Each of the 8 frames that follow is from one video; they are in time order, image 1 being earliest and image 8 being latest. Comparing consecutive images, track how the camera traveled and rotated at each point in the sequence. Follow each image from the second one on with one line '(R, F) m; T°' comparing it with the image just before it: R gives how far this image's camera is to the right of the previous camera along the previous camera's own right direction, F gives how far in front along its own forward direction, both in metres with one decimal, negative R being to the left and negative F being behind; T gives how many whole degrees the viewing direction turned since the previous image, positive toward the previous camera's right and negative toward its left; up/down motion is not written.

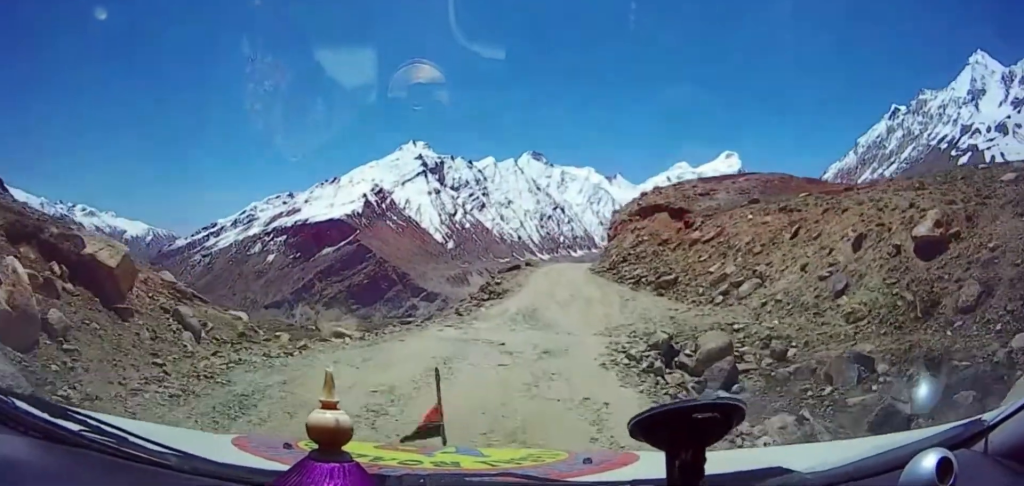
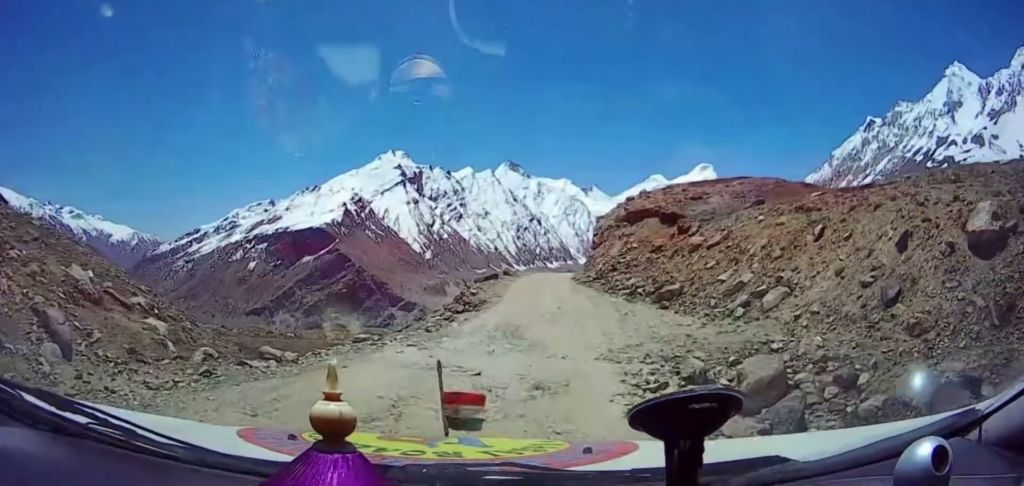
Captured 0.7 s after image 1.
(0.0, +3.4) m; 0°
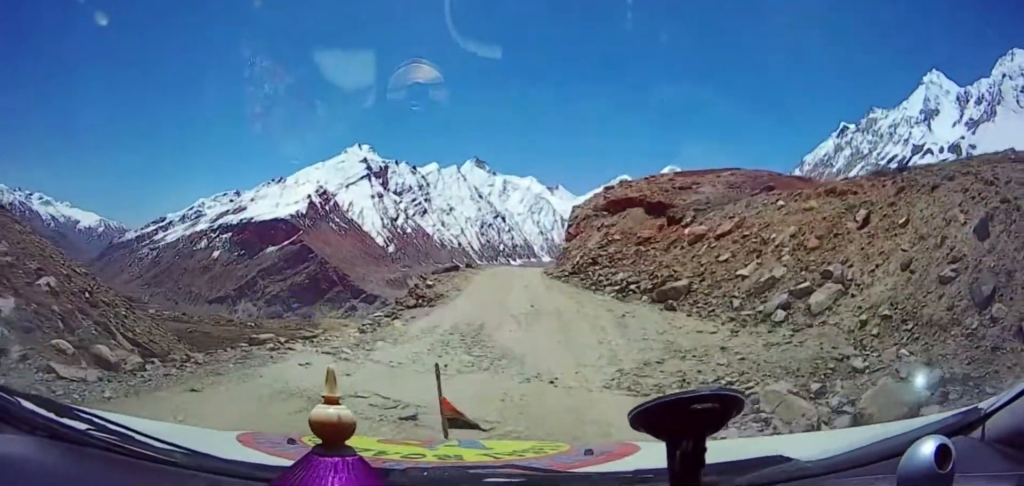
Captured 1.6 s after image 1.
(0.0, +4.0) m; +2°
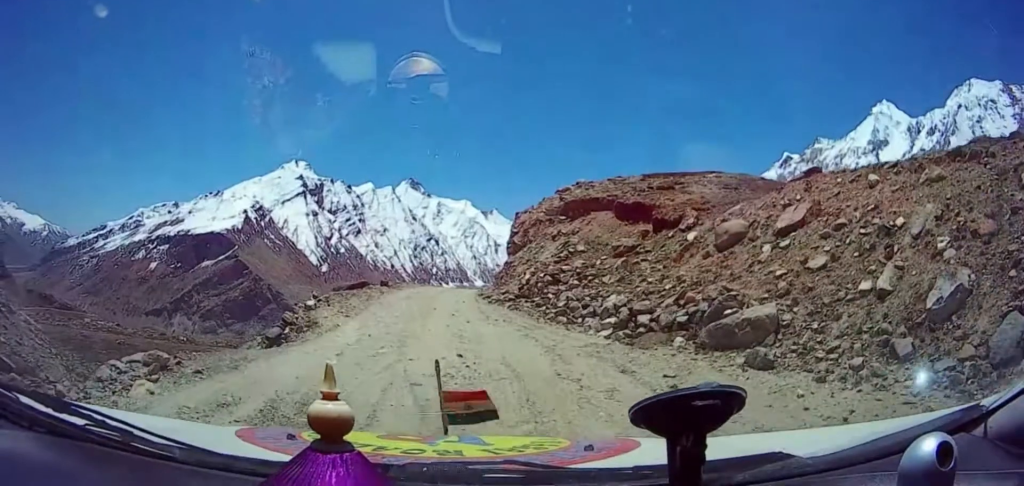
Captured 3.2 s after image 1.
(+0.1, +7.6) m; -1°
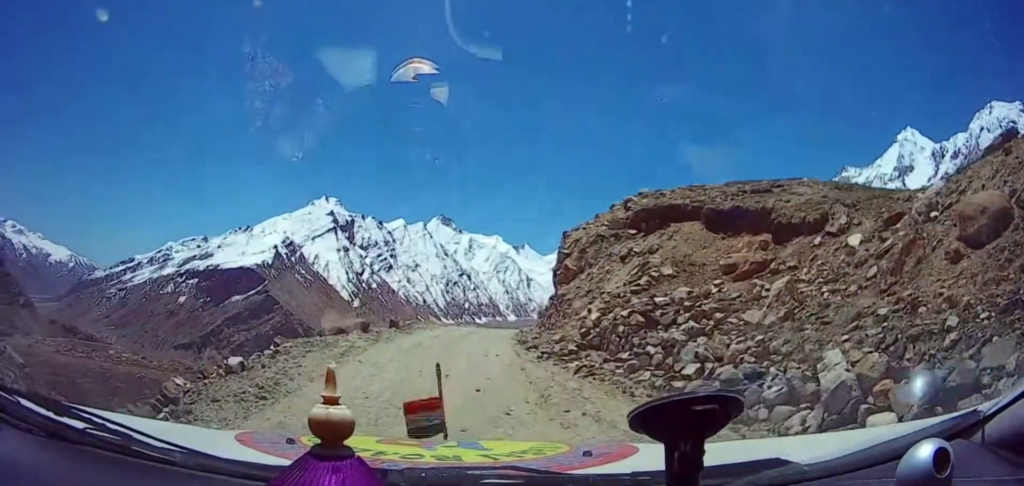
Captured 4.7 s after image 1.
(-0.2, +7.0) m; -1°
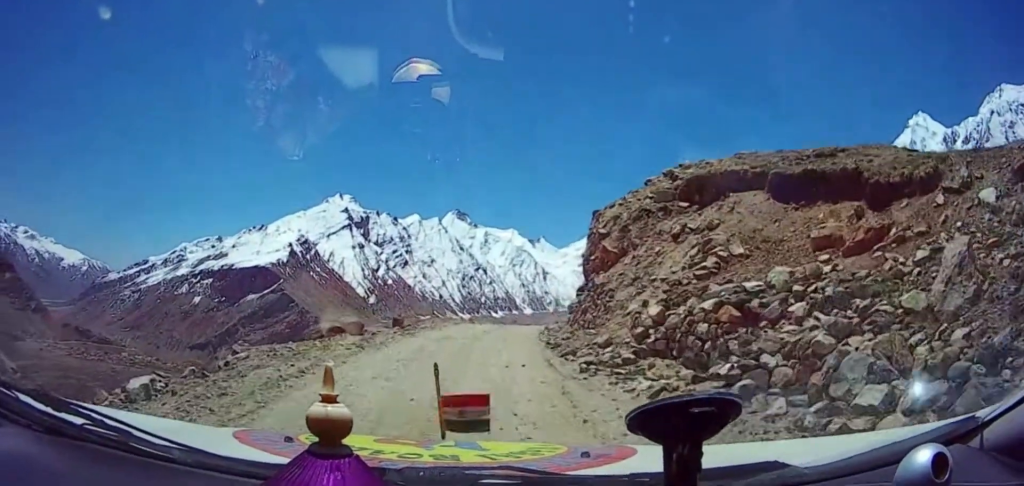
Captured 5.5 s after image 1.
(0.0, +3.5) m; 0°
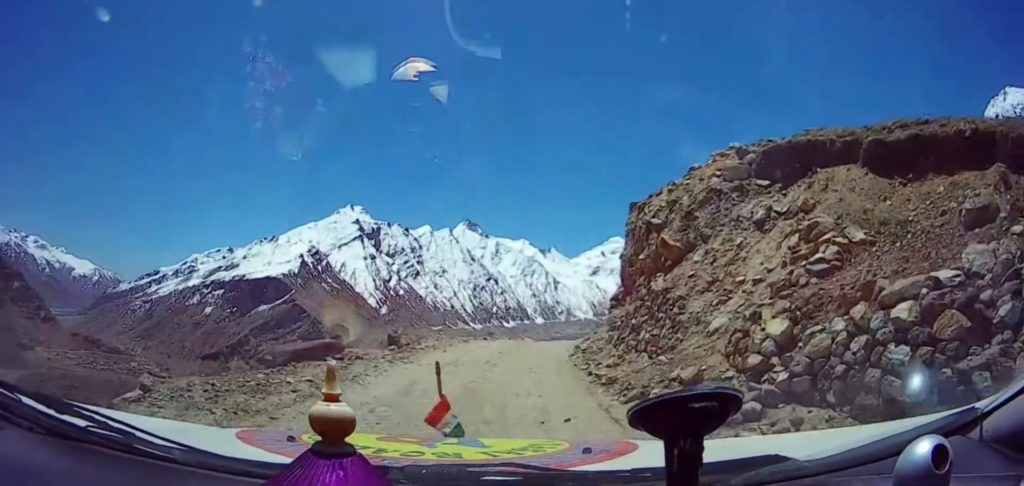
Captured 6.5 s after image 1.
(0.0, +4.2) m; +3°
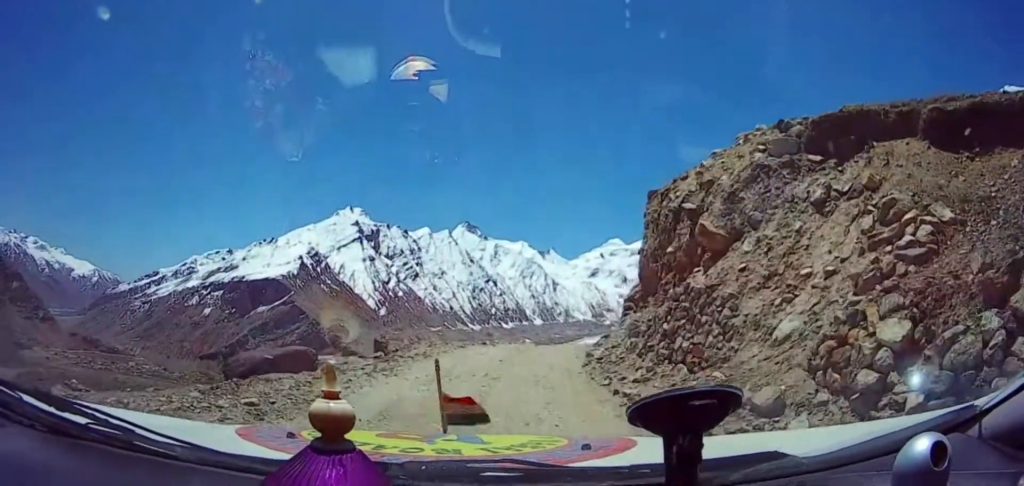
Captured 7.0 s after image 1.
(0.0, +2.1) m; +2°
